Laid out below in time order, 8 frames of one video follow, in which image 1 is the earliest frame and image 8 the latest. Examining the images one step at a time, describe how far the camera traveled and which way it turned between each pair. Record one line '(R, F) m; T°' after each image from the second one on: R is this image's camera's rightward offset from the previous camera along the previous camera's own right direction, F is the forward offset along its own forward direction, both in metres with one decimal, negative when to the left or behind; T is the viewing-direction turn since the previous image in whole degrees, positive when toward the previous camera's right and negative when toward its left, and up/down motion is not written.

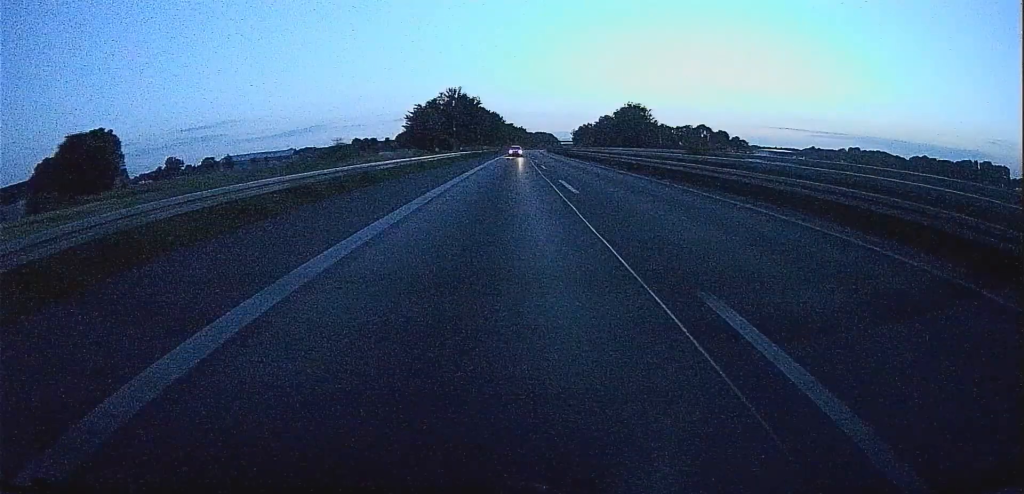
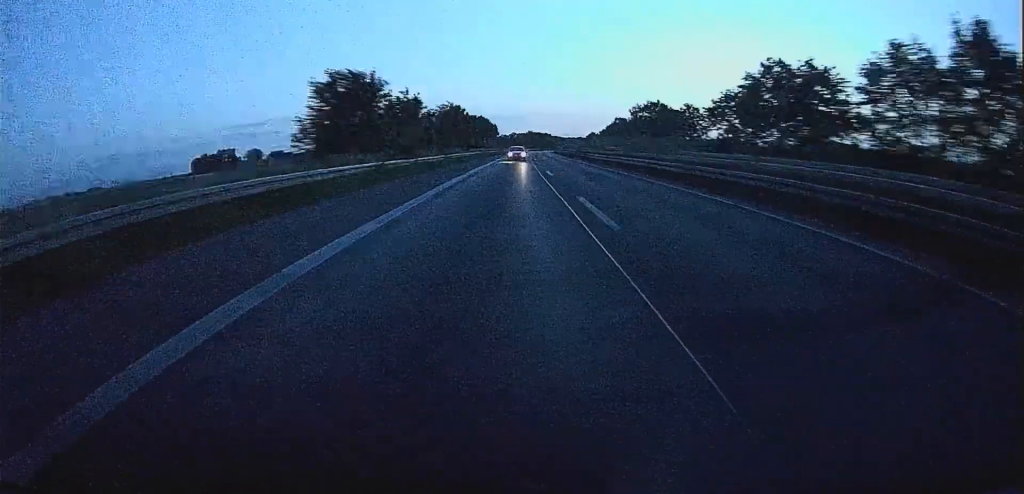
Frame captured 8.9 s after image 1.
(-9.2, +251.4) m; -5°
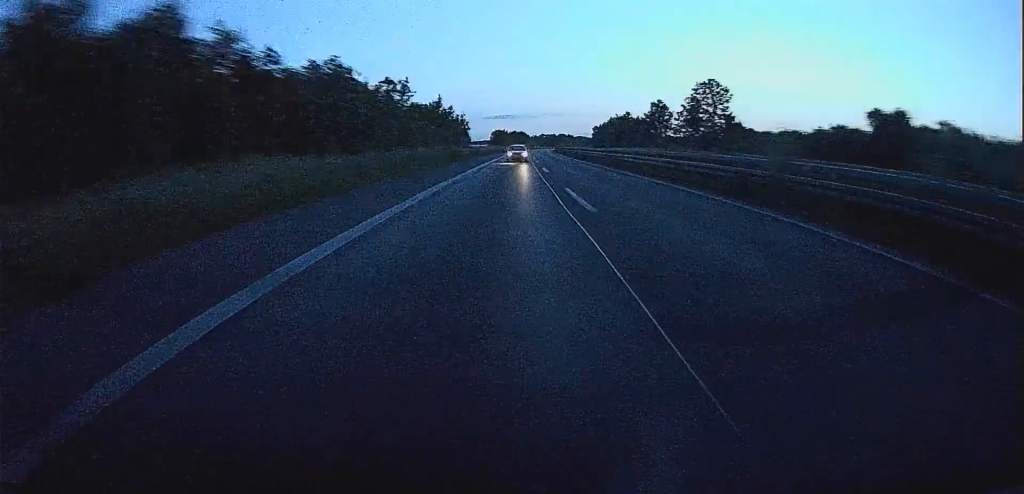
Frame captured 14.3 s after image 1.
(-5.8, +163.3) m; -3°
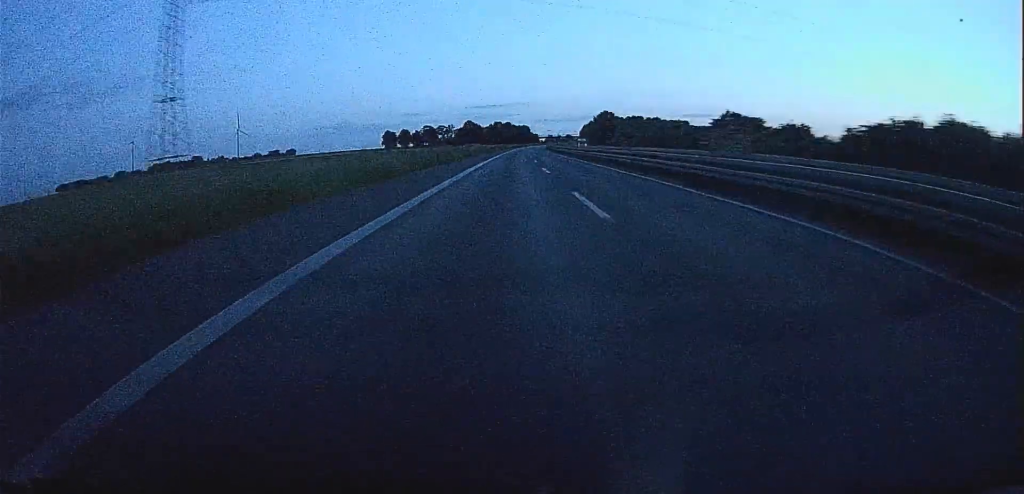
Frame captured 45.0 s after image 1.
(-143.4, +877.1) m; -13°
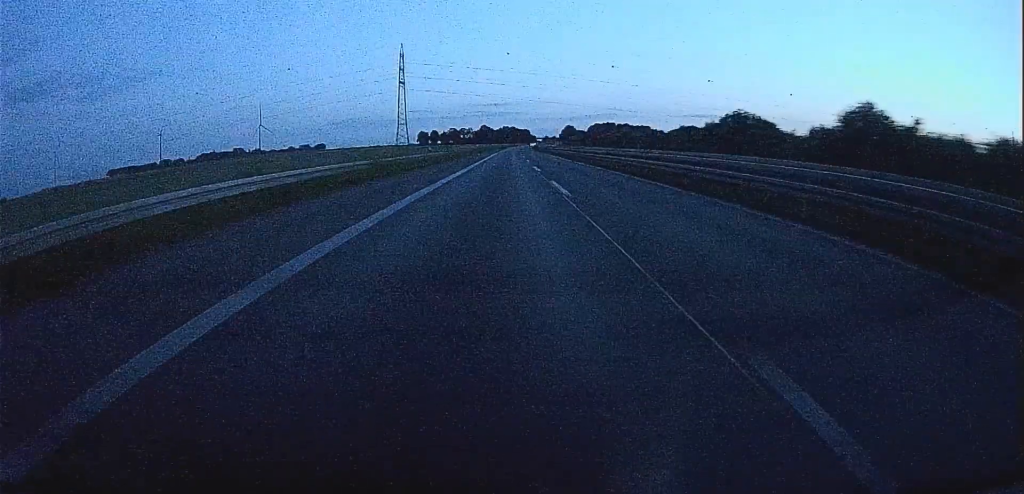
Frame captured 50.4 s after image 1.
(-5.1, +162.9) m; +1°
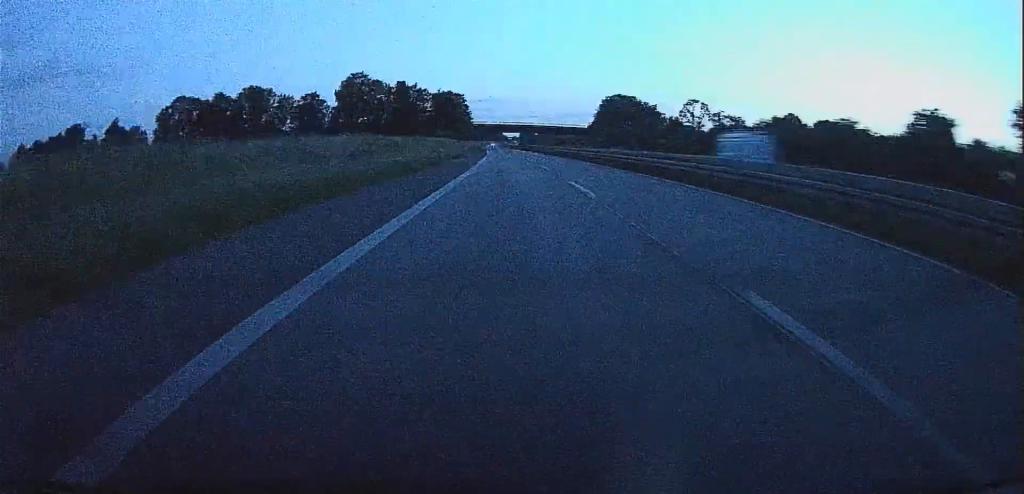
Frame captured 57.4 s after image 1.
(+6.3, +198.7) m; +4°
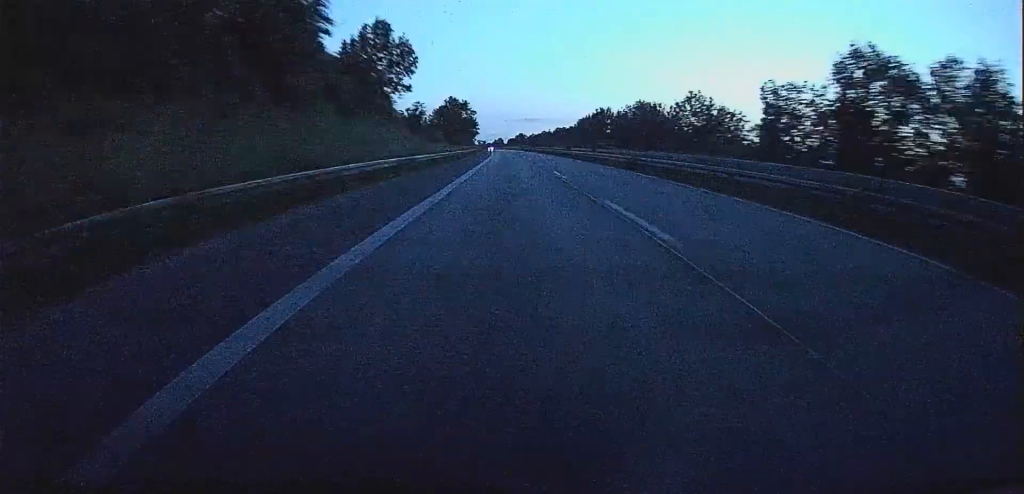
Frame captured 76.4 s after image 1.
(+57.0, +551.3) m; +12°
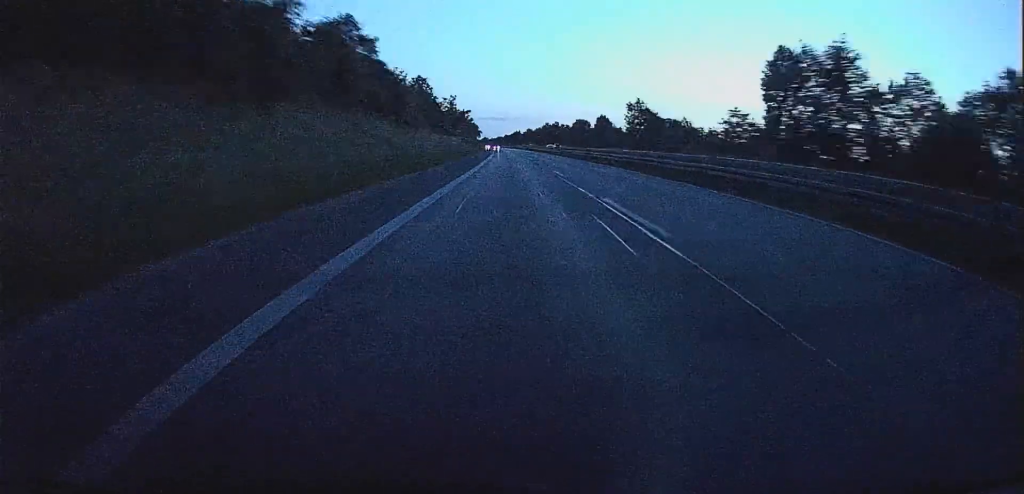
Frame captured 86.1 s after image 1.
(+14.6, +291.6) m; +6°
